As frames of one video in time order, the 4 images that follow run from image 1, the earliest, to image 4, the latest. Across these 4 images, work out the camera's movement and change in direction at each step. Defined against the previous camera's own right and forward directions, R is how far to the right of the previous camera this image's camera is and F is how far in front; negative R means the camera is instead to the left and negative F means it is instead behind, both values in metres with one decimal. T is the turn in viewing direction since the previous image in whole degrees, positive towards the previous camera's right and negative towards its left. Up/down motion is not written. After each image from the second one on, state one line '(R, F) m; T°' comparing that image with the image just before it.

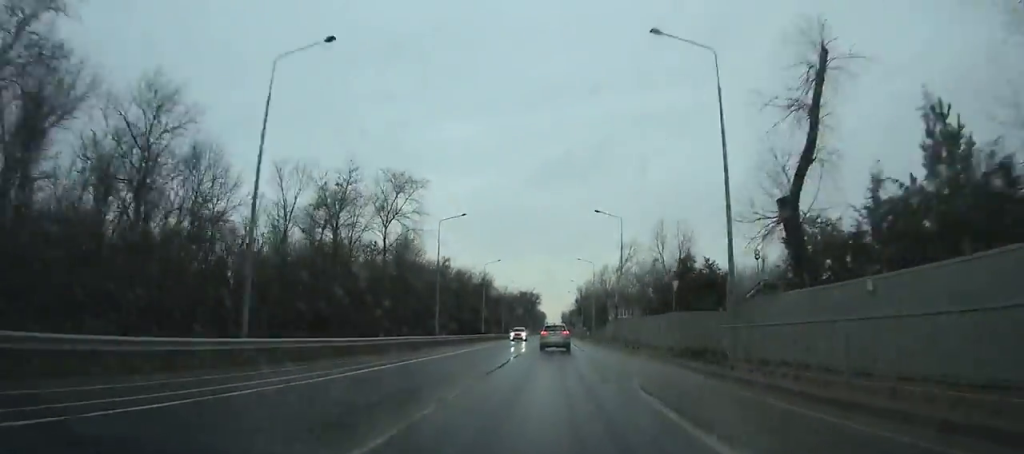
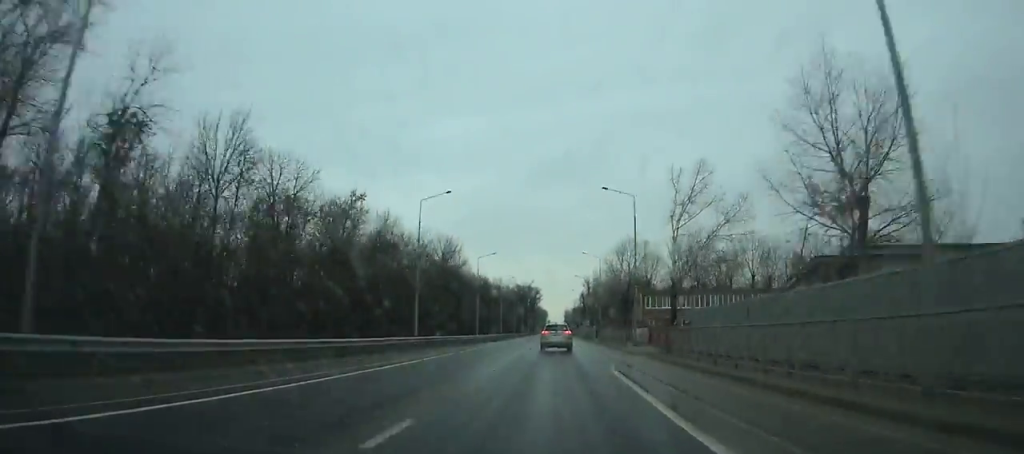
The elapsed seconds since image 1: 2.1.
(+0.4, +40.8) m; +1°
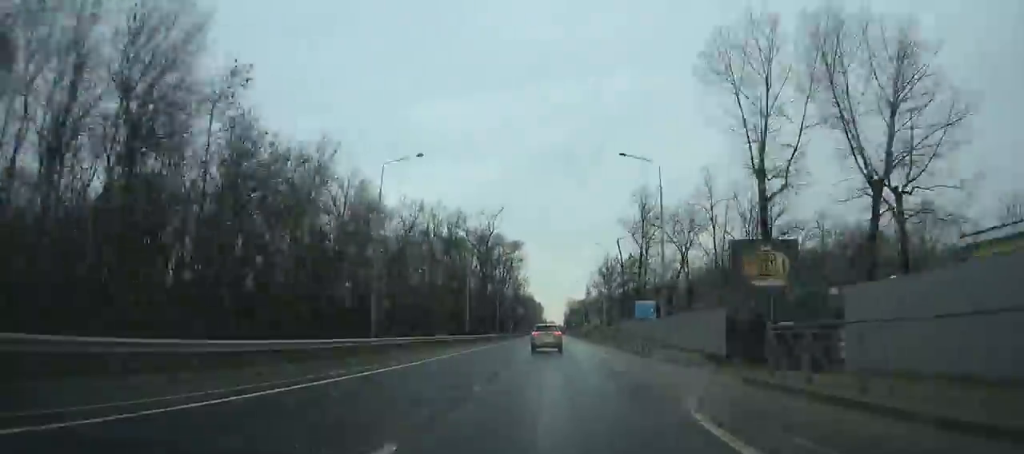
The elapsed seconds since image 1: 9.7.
(0.0, +145.4) m; 0°
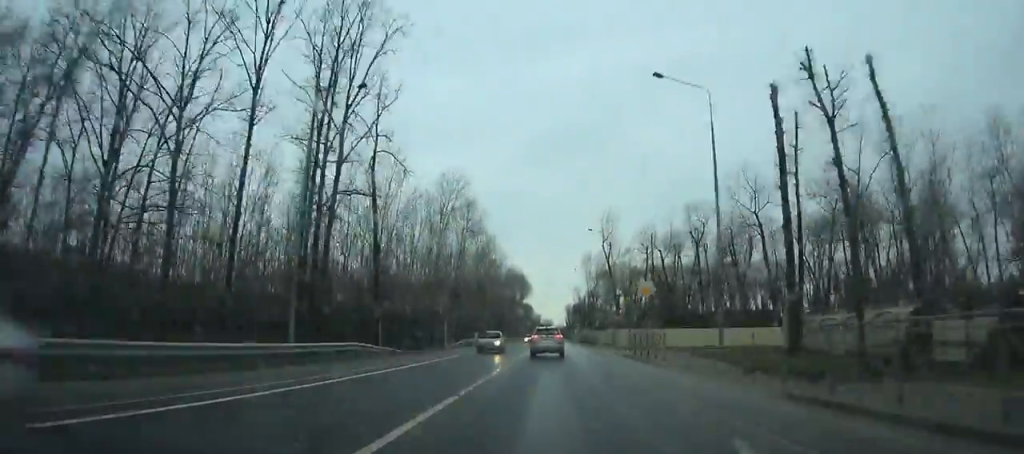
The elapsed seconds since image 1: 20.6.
(-0.9, +212.2) m; 0°
